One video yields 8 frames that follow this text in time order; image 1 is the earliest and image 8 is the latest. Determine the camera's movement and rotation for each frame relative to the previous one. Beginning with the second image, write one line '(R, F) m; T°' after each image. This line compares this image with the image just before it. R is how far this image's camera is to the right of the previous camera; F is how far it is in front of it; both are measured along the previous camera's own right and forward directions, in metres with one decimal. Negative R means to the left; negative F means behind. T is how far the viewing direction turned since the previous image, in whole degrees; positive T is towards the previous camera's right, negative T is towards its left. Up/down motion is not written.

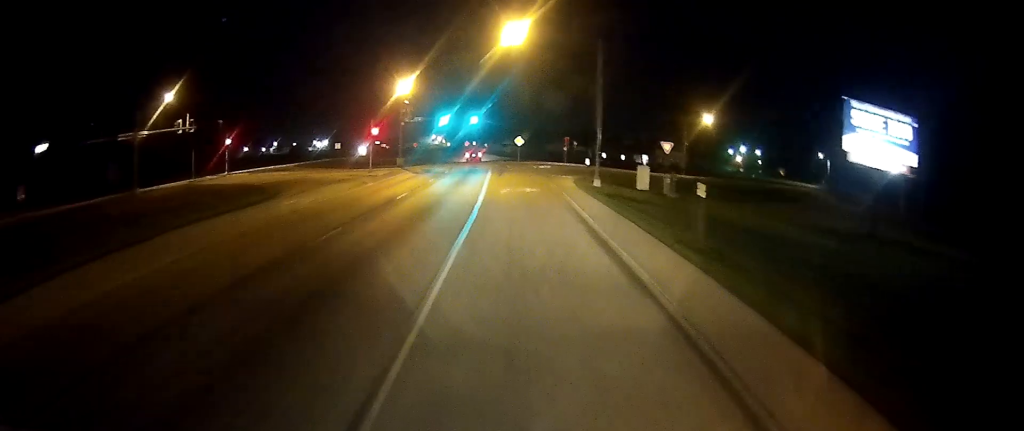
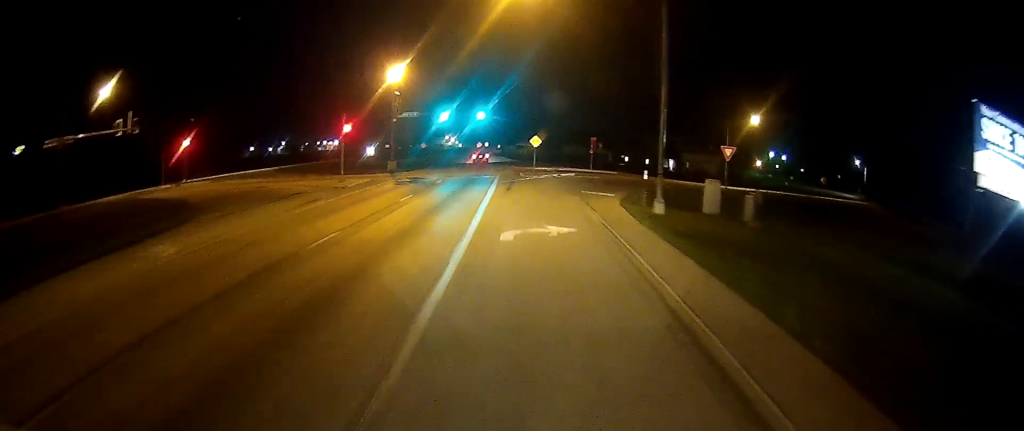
(-0.2, +11.9) m; +1°
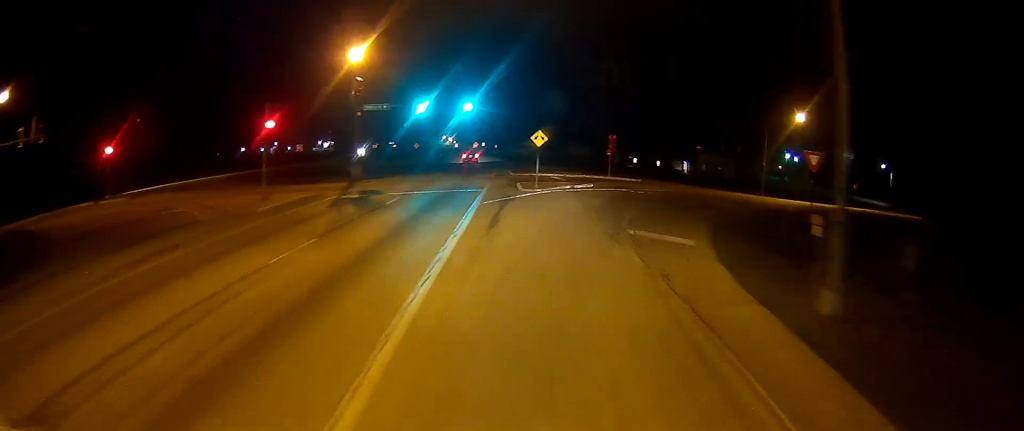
(+0.3, +11.9) m; +6°
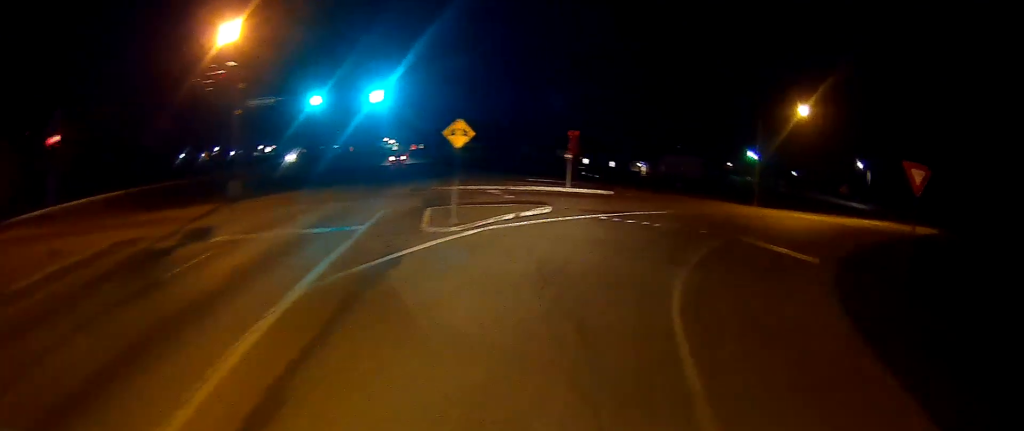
(+1.4, +11.7) m; +15°
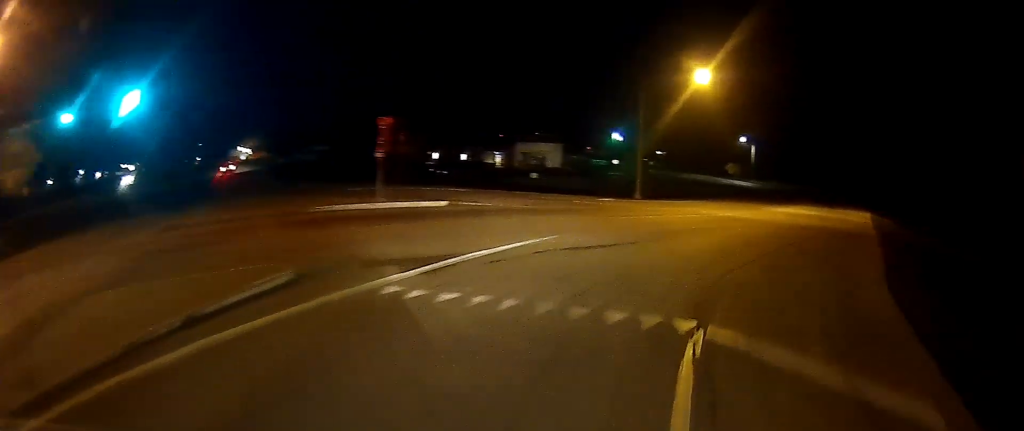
(+1.5, +10.4) m; +15°
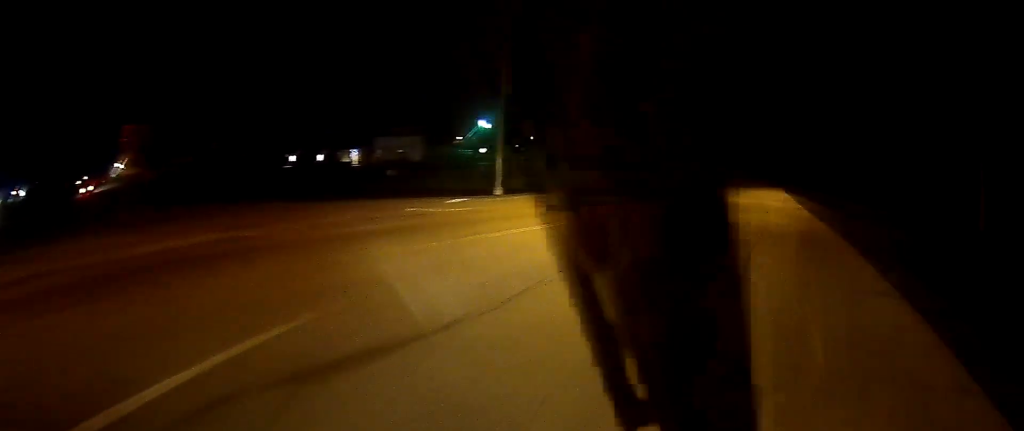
(+0.8, +8.1) m; +8°
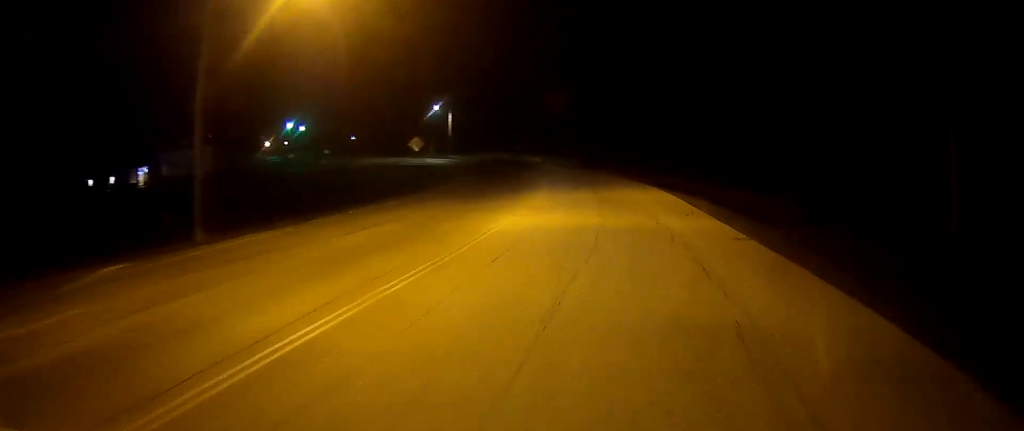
(+1.2, +15.4) m; +6°
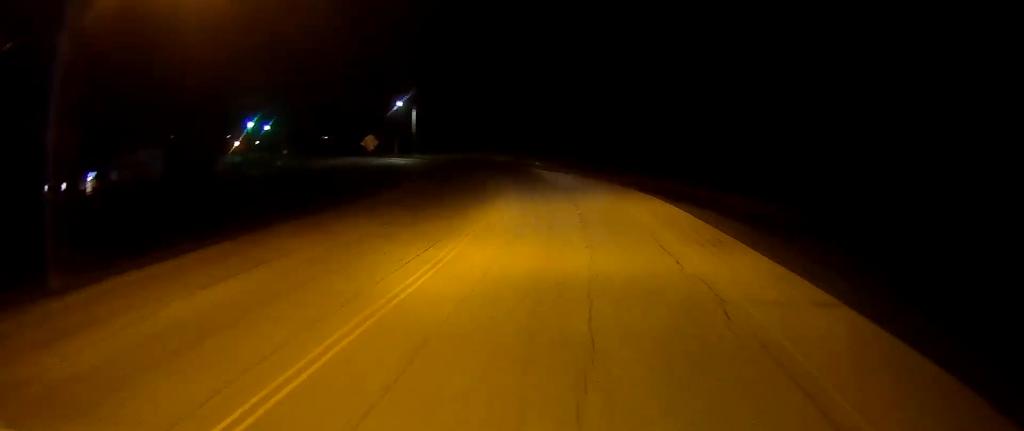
(+0.1, +6.9) m; -1°
